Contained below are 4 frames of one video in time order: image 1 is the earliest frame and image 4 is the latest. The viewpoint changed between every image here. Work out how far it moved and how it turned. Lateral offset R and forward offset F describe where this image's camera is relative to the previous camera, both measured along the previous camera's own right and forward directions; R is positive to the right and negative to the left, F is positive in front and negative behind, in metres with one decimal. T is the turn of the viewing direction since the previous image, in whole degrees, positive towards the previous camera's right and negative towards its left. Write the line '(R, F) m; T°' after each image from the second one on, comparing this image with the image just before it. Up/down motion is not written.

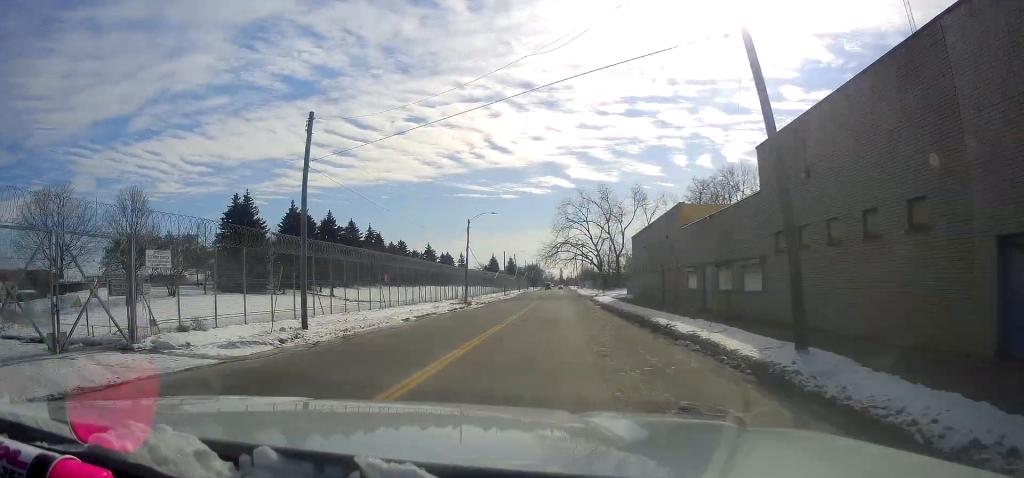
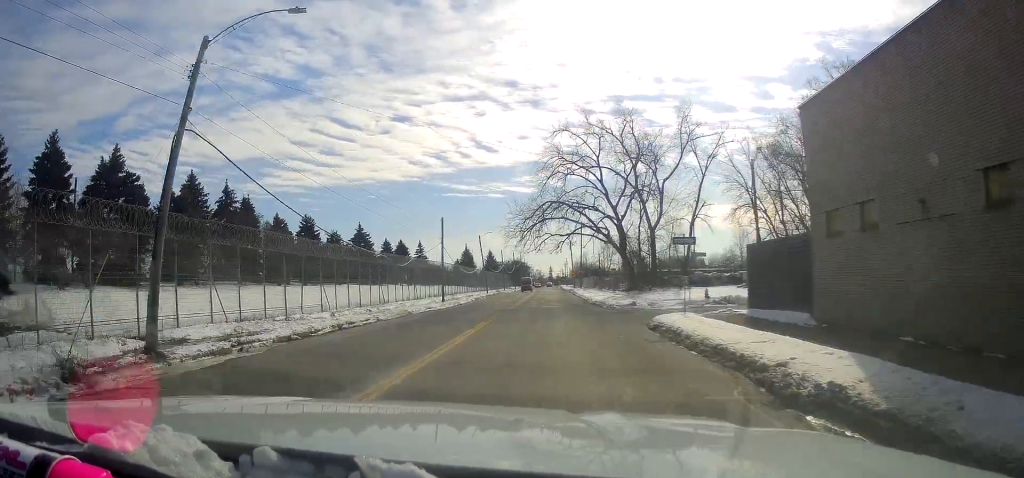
(0.0, +47.9) m; 0°
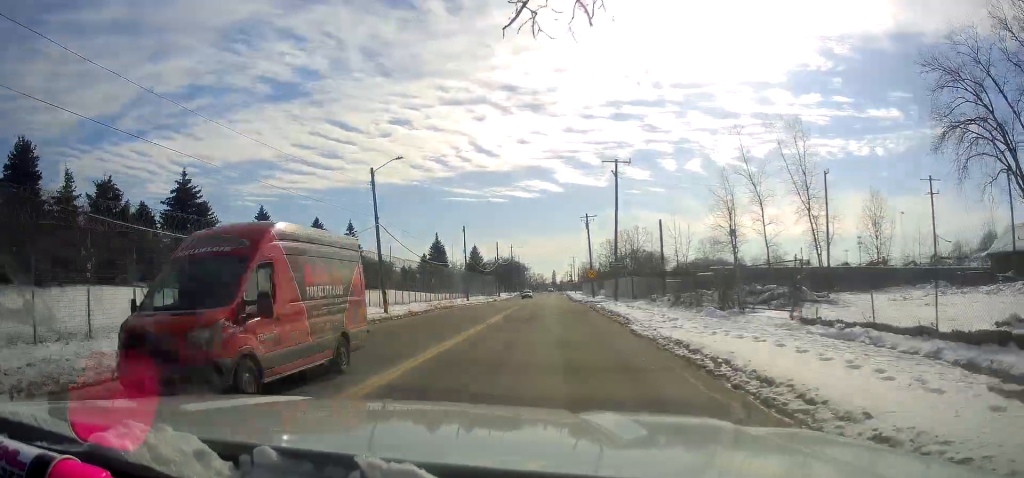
(-1.4, +56.9) m; -3°
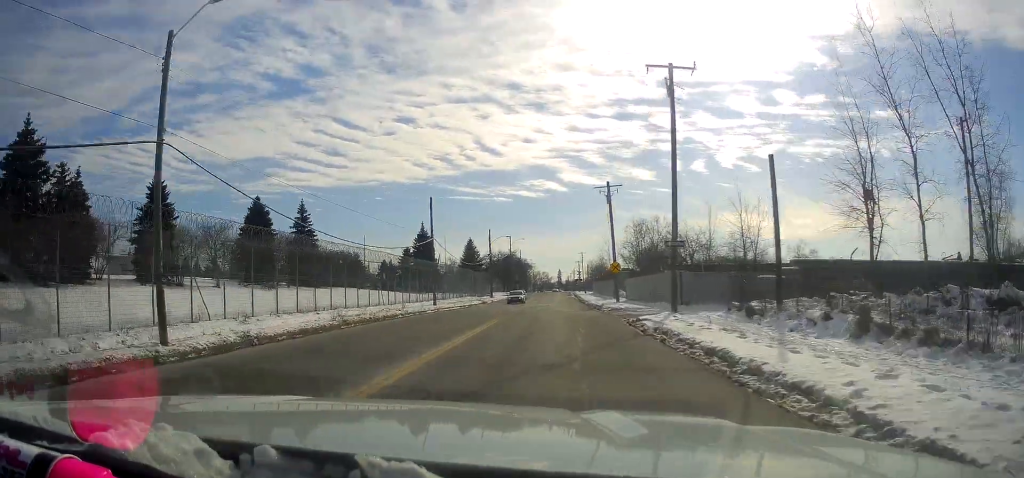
(+0.8, +21.9) m; +3°
